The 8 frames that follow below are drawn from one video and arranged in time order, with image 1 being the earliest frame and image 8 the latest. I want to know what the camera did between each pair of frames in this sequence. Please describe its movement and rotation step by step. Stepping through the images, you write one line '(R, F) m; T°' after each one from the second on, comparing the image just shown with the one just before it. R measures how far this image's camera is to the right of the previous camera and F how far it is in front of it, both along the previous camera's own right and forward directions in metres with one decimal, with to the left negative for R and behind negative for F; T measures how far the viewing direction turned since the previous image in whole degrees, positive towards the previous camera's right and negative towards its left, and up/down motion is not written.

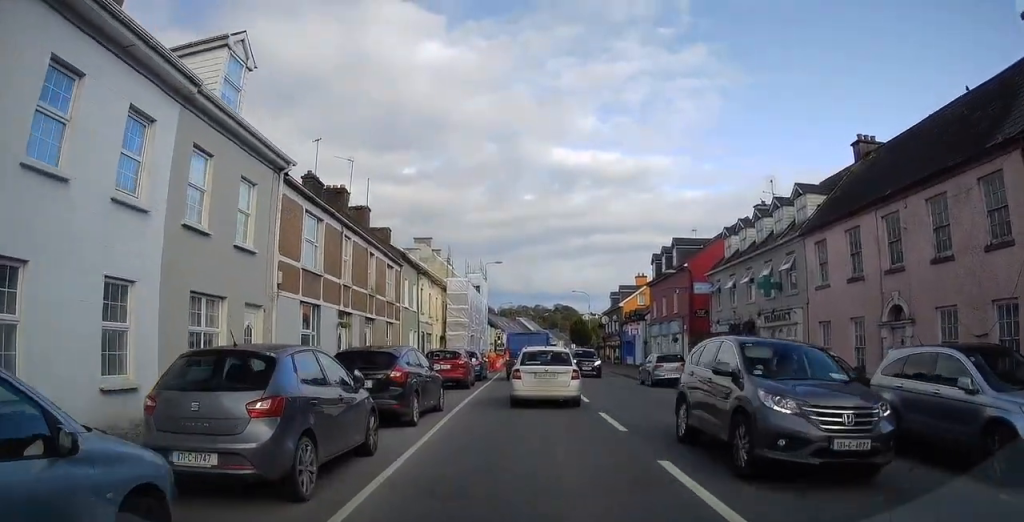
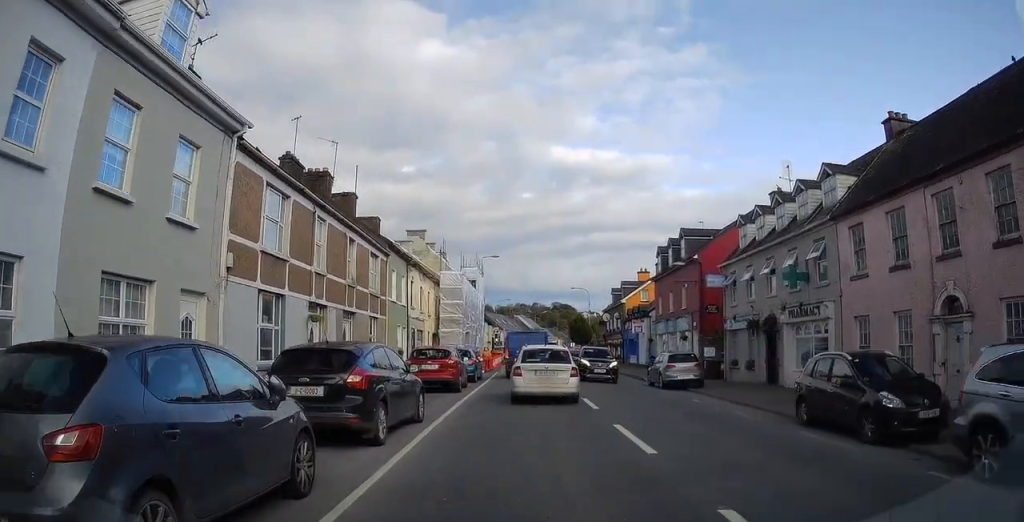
(-0.2, +2.7) m; -5°
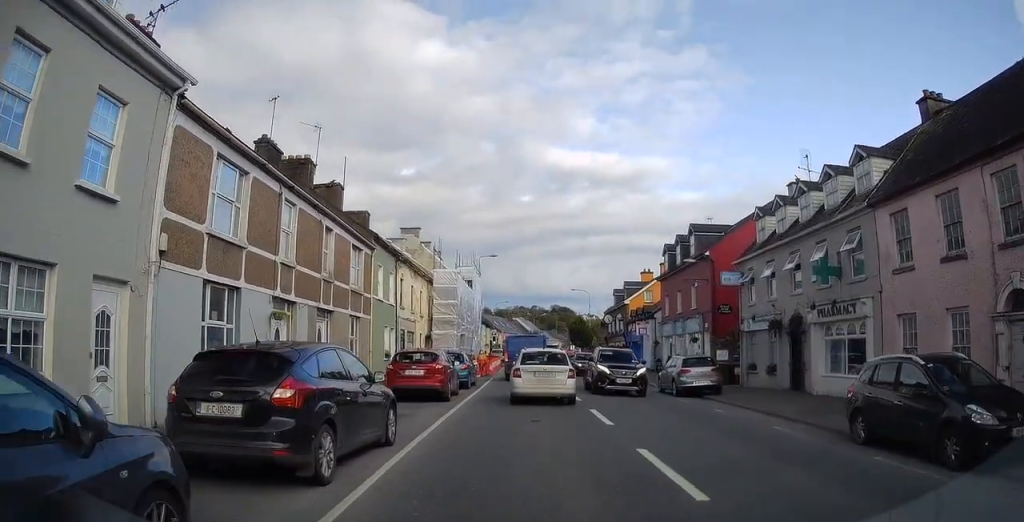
(0.0, +2.5) m; -4°
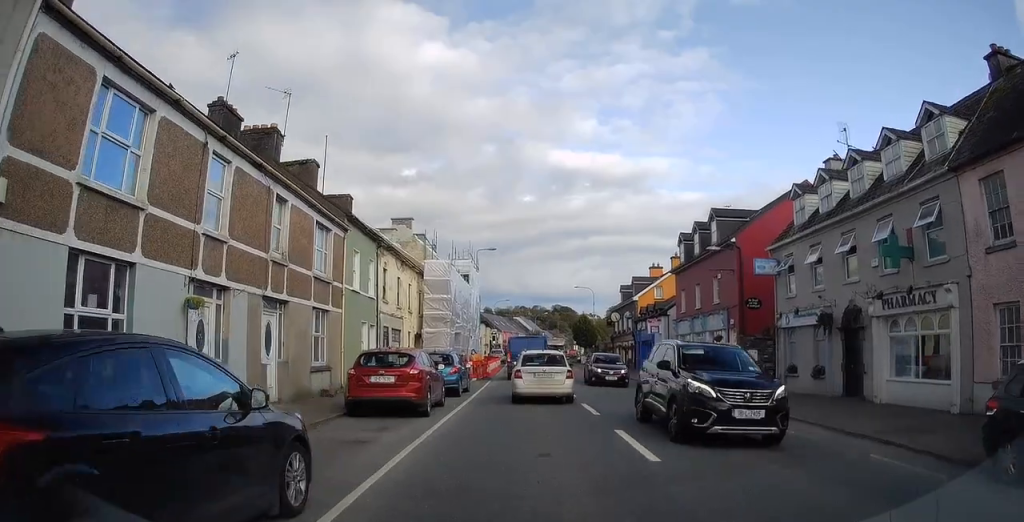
(-0.3, +3.9) m; 0°
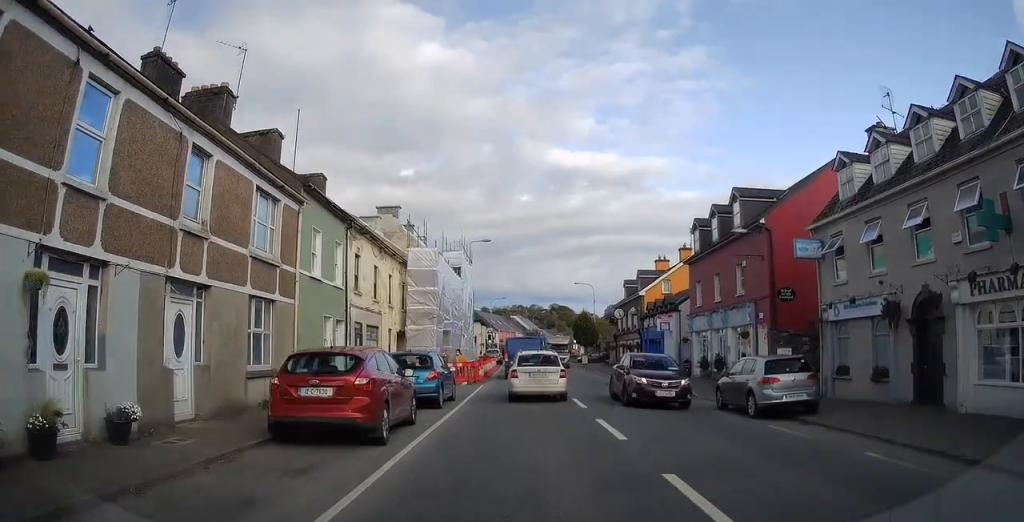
(+0.1, +3.8) m; +2°
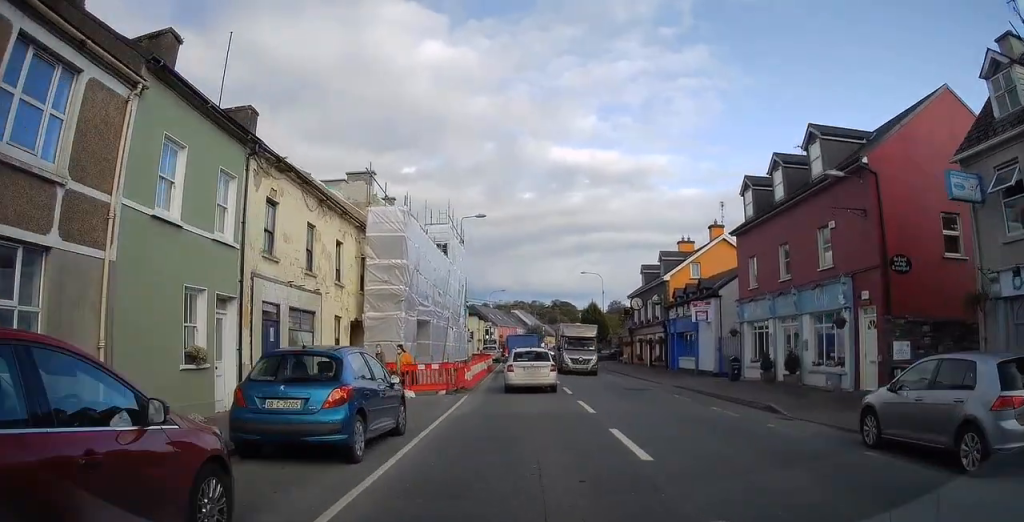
(+0.3, +7.3) m; +2°
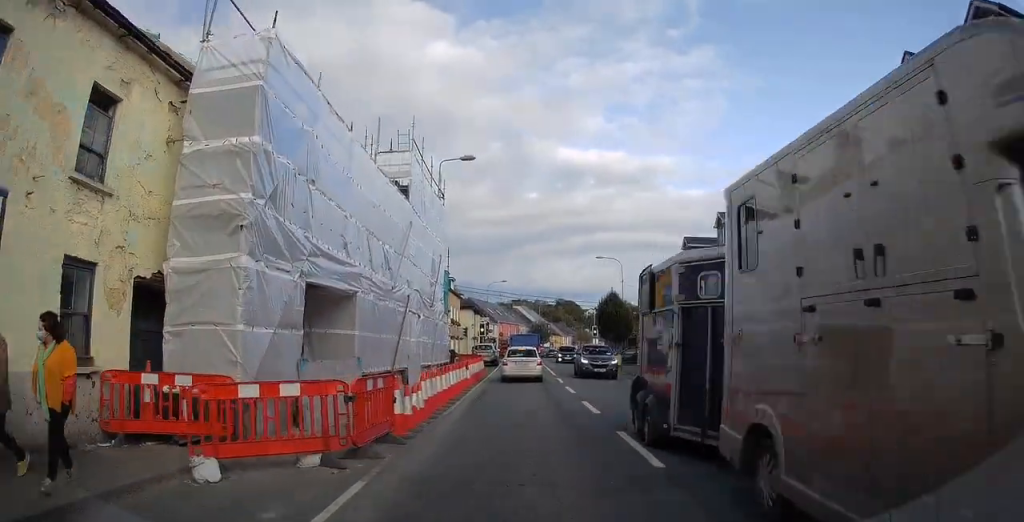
(+0.1, +12.2) m; +4°
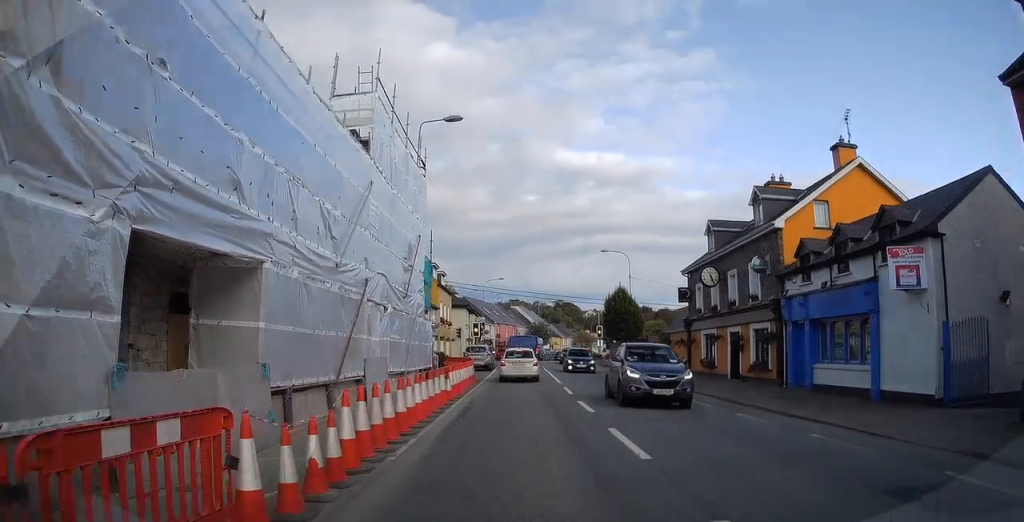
(+0.3, +5.2) m; +3°
